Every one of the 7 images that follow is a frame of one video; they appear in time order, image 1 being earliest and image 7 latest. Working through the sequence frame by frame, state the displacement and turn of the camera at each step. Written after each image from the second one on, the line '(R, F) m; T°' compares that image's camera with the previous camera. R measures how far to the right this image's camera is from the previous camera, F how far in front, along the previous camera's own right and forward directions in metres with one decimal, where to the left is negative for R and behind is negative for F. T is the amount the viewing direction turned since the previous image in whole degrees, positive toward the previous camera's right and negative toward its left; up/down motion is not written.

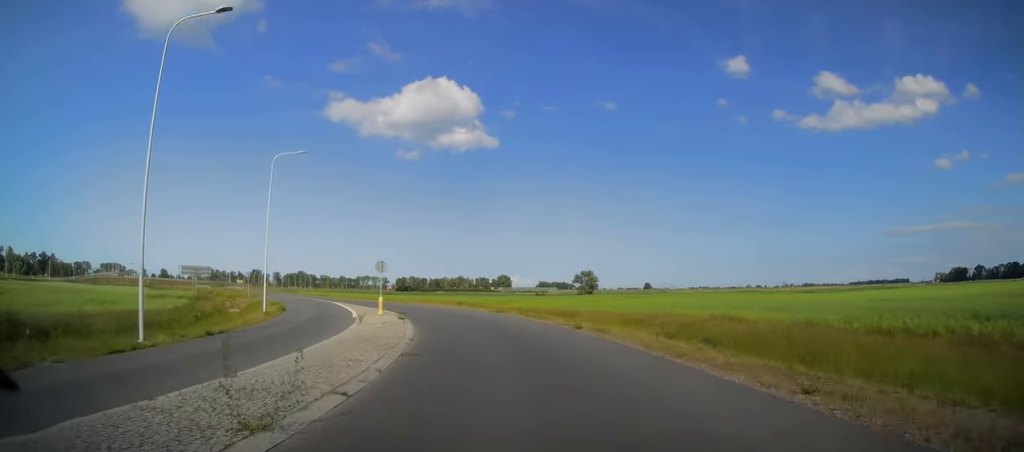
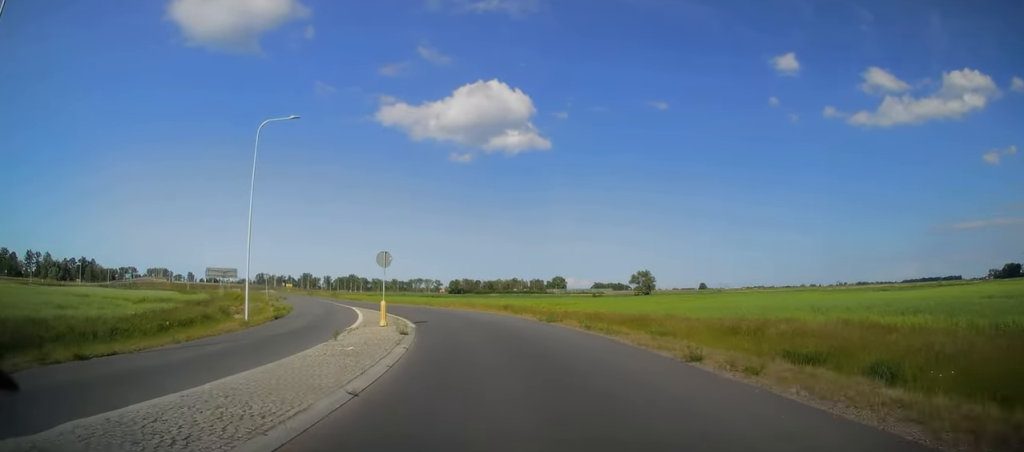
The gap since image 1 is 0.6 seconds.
(-0.5, +9.1) m; -6°
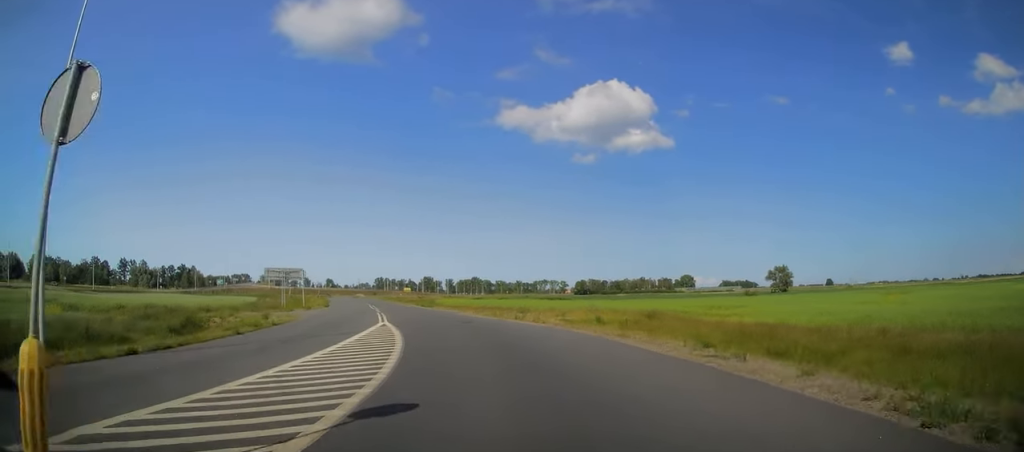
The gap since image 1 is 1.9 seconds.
(-2.0, +19.9) m; -11°
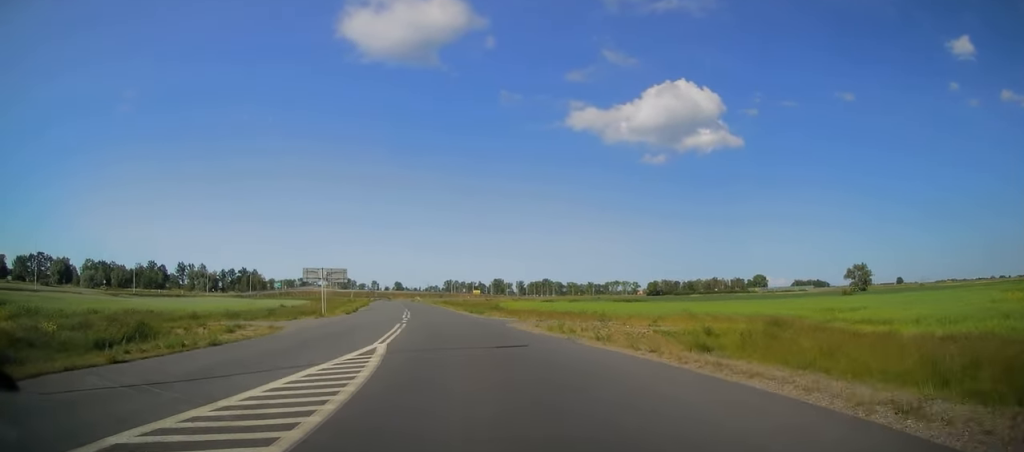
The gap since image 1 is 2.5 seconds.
(-0.5, +10.1) m; -6°
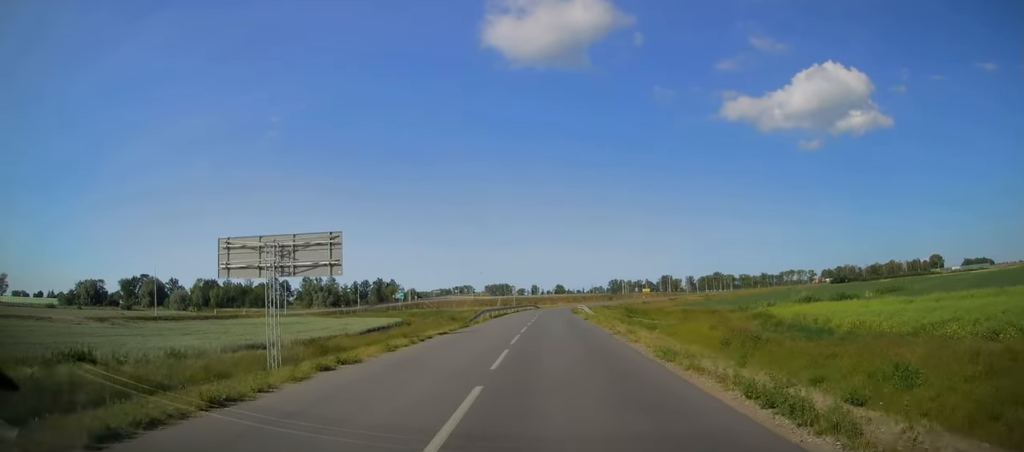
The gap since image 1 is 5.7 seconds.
(-11.7, +50.7) m; -18°
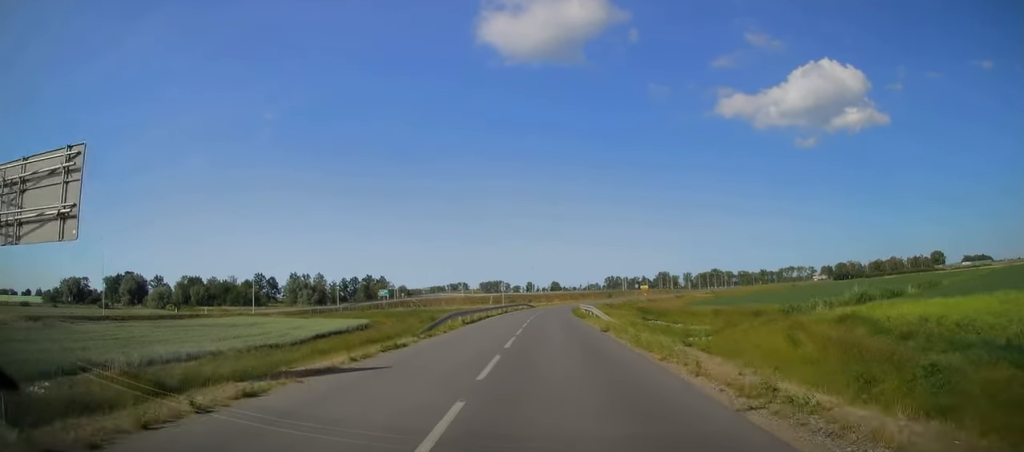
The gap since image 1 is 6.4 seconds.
(+0.2, +13.6) m; +1°
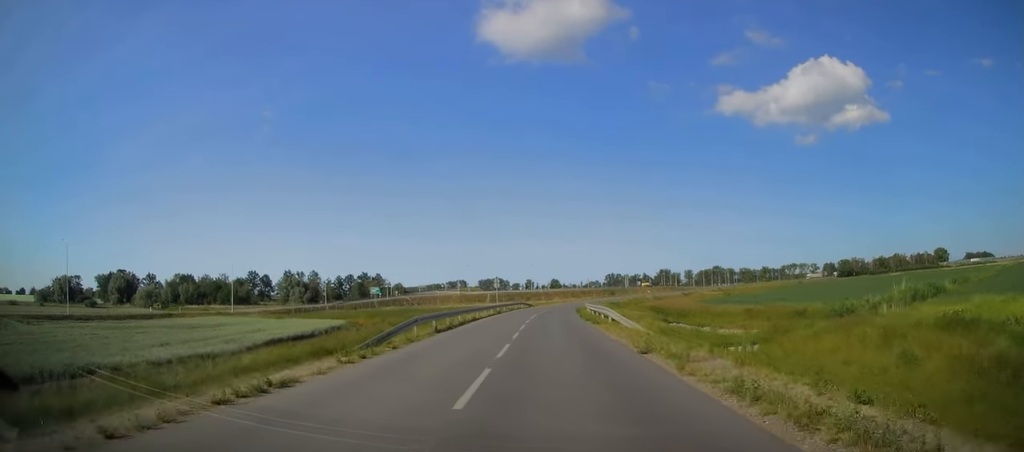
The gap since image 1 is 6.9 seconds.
(+0.1, +8.7) m; 0°
